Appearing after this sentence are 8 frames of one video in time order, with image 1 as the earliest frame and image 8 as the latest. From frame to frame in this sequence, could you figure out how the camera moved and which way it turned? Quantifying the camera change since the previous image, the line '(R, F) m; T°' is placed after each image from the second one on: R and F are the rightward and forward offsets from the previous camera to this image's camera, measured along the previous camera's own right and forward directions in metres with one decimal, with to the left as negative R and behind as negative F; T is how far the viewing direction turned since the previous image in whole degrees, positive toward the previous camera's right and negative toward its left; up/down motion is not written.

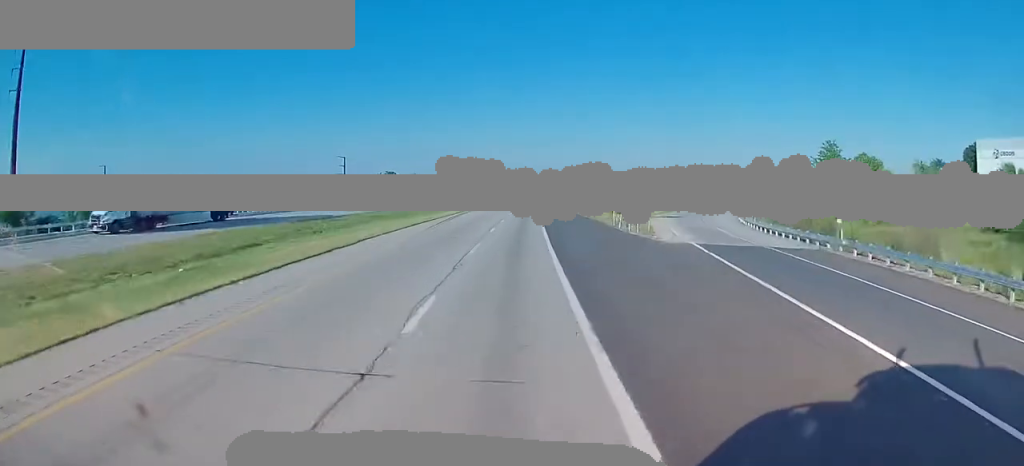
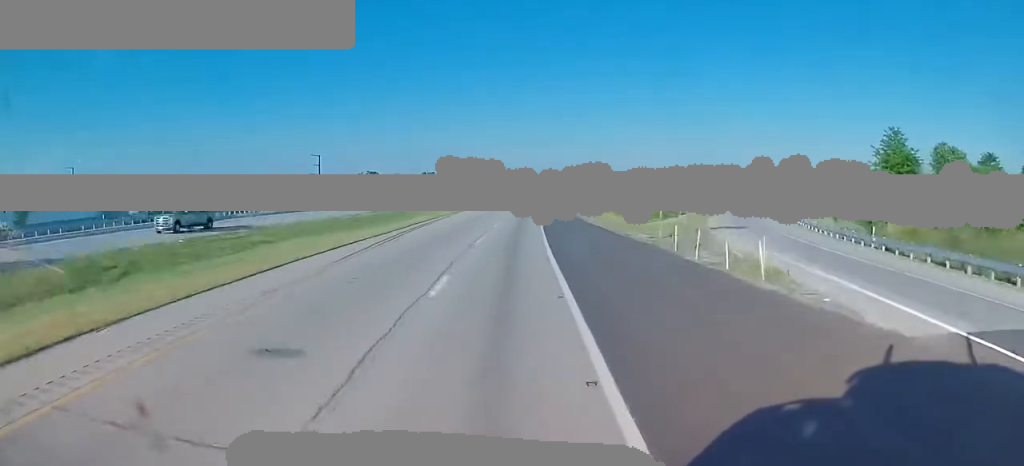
(+0.2, +20.8) m; +1°
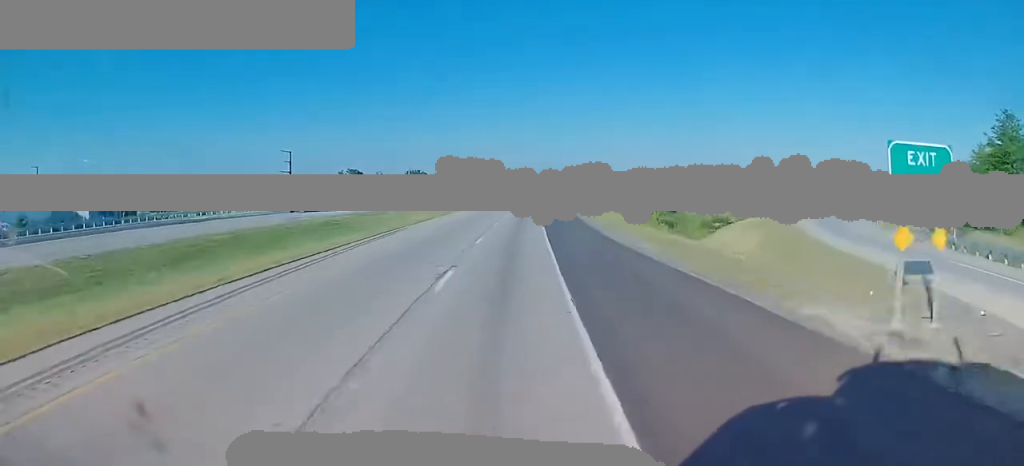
(0.0, +23.7) m; +1°
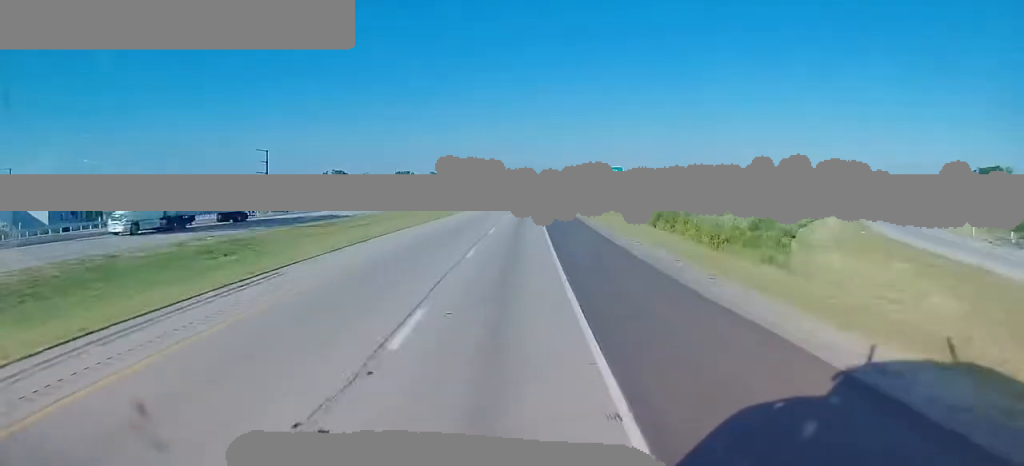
(+0.3, +17.4) m; +1°
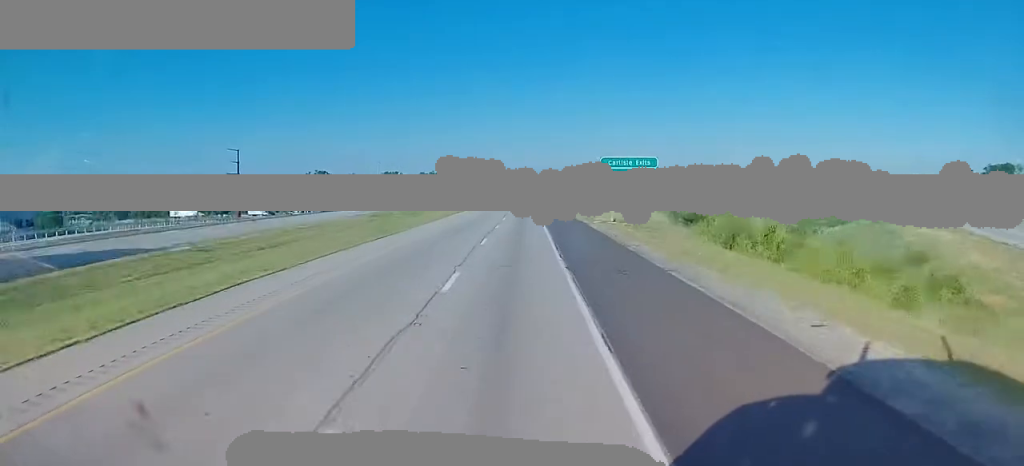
(+0.2, +19.1) m; +1°
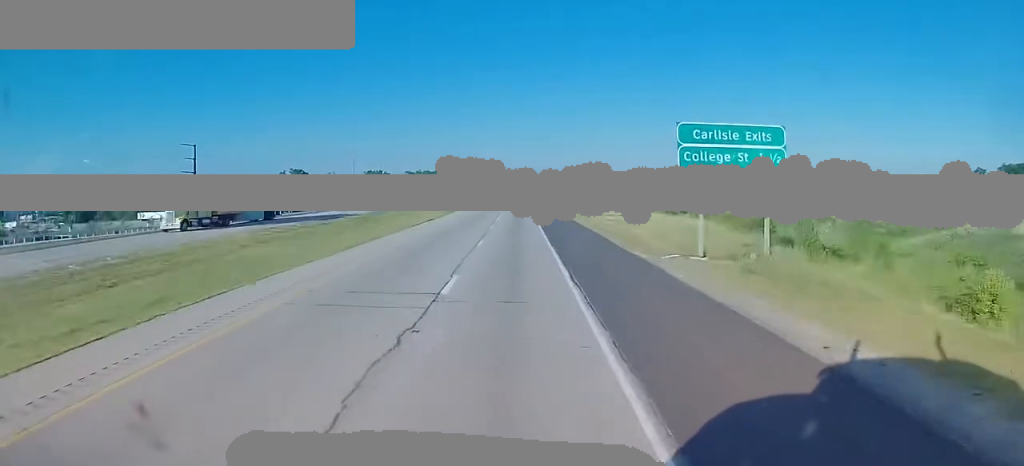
(+0.2, +24.6) m; 0°
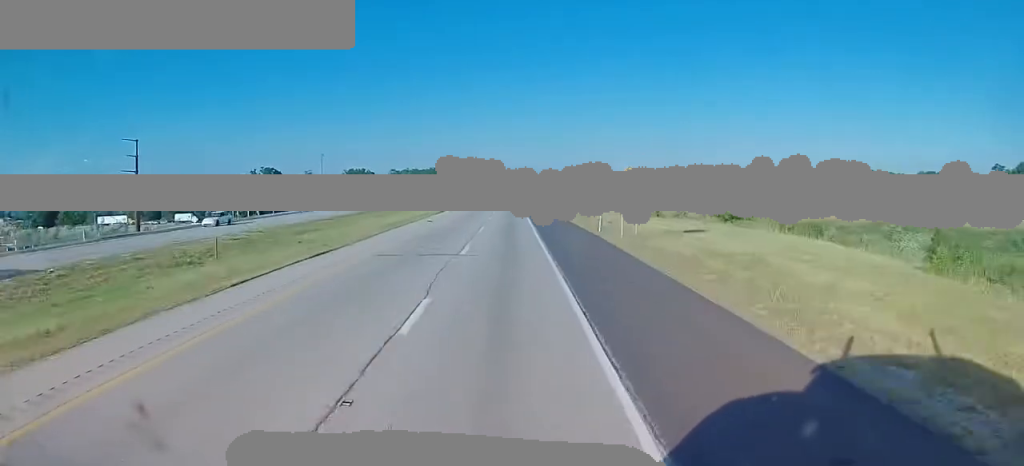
(+0.1, +28.3) m; 0°
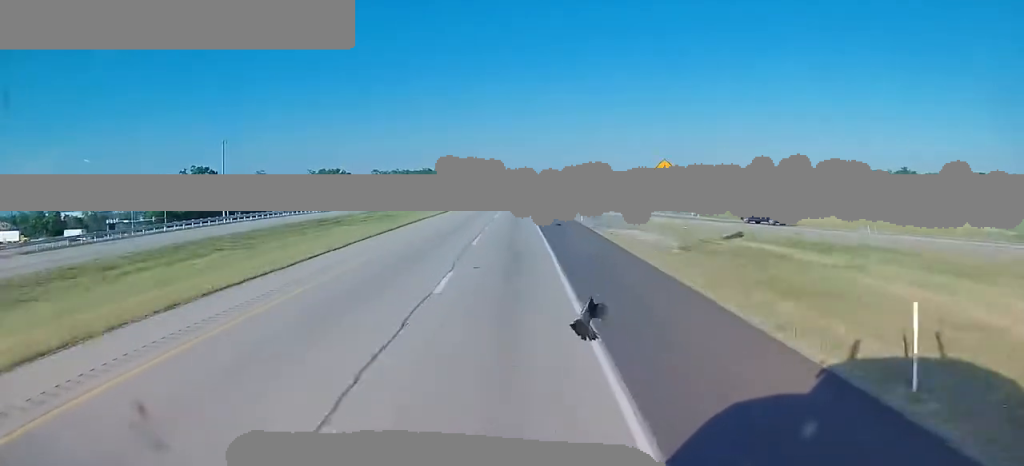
(-0.1, +69.4) m; -1°
